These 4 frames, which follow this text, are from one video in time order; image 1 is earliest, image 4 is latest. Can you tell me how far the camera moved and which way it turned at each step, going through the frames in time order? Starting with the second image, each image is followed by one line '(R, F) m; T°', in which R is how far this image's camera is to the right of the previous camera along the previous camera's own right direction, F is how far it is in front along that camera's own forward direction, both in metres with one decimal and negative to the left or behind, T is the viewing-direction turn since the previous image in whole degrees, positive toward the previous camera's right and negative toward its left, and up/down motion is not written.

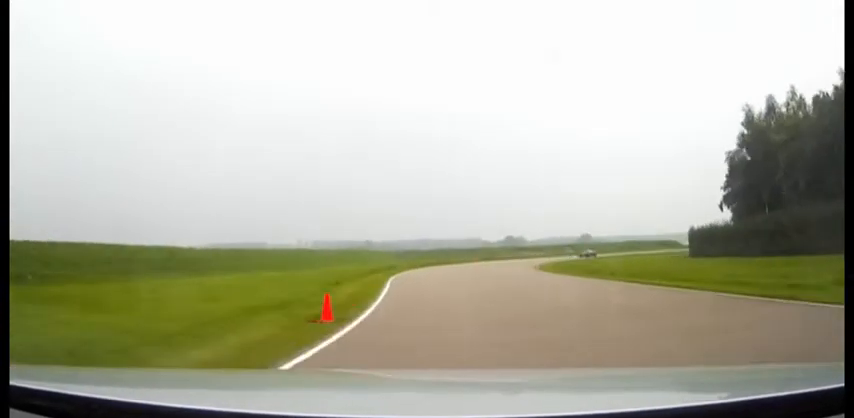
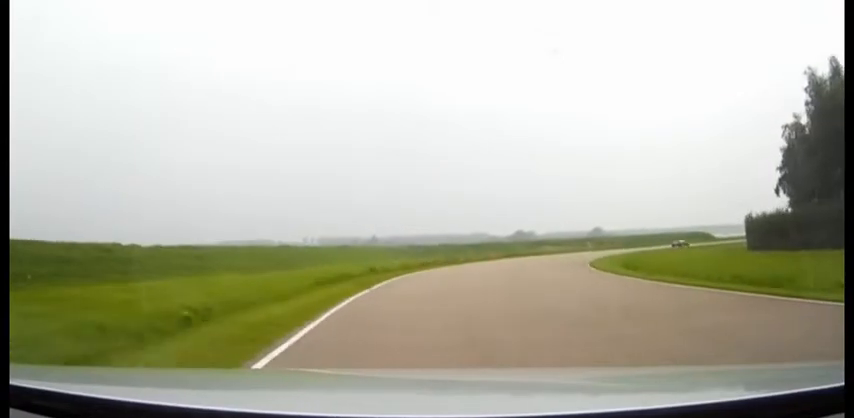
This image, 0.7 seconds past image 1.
(+0.2, +16.0) m; +3°
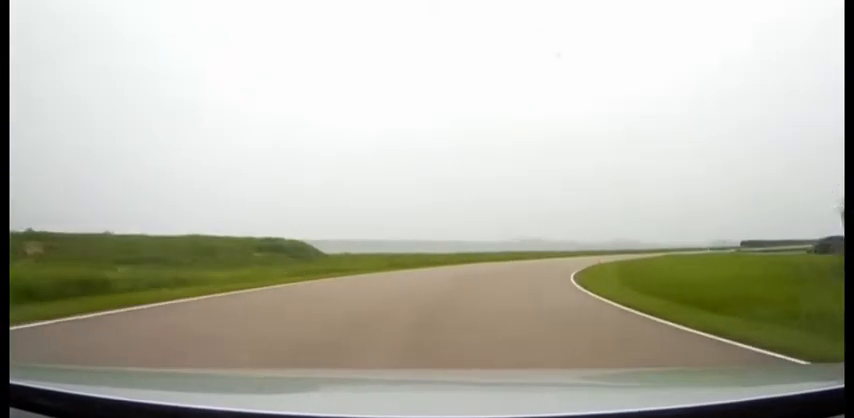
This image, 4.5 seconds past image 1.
(+26.0, +81.1) m; +45°
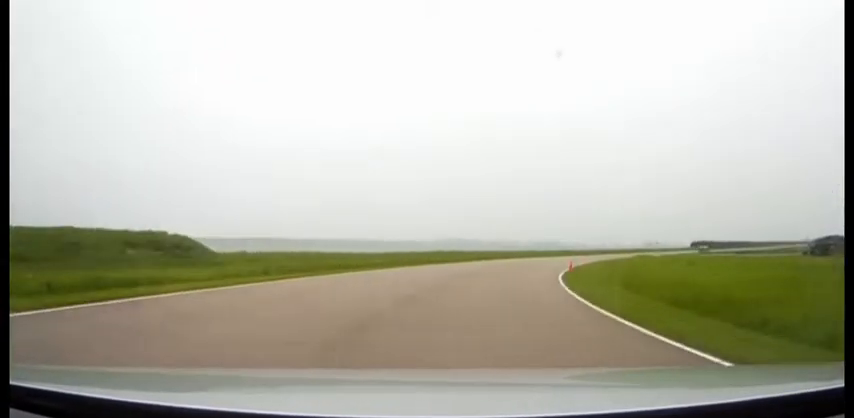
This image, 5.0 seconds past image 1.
(+0.9, +12.6) m; +7°
